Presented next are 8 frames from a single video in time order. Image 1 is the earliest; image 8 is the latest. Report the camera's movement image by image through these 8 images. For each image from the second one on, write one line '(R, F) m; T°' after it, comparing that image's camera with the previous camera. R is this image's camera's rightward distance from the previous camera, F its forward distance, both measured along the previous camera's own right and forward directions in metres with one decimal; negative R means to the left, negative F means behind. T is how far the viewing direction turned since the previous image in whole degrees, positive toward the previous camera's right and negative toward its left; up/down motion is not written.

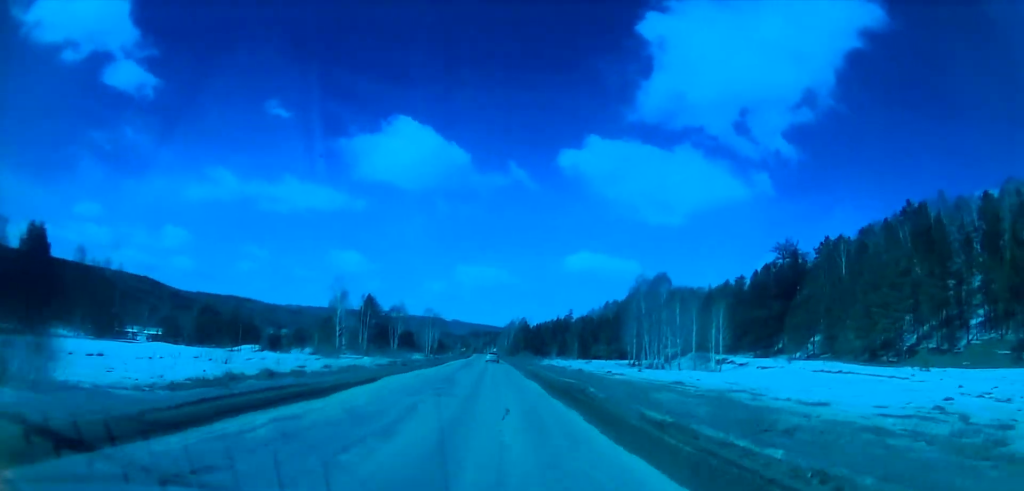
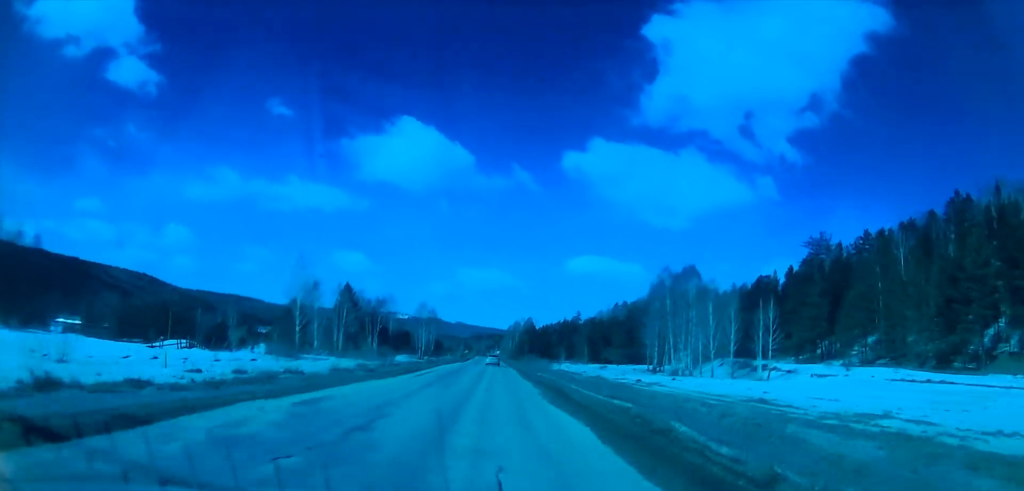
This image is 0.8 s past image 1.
(0.0, +17.9) m; 0°
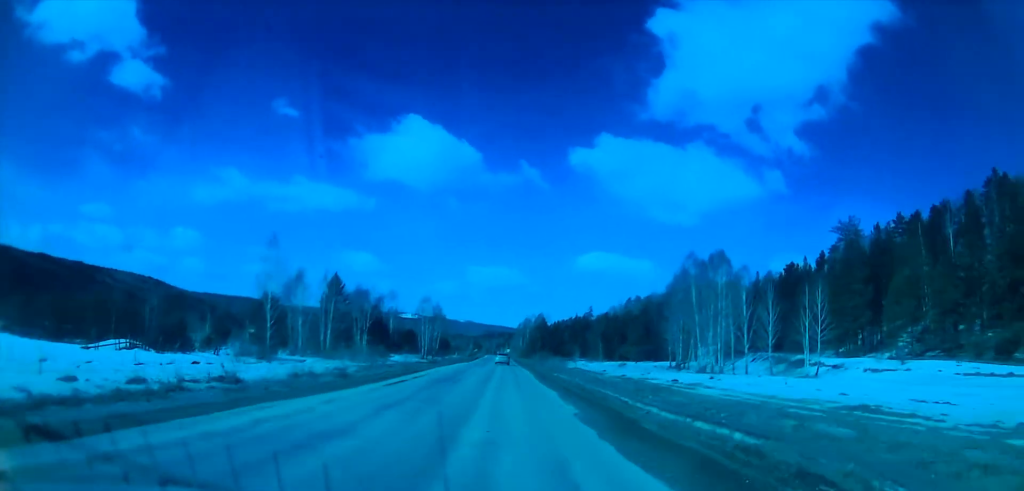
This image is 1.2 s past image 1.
(0.0, +11.3) m; 0°
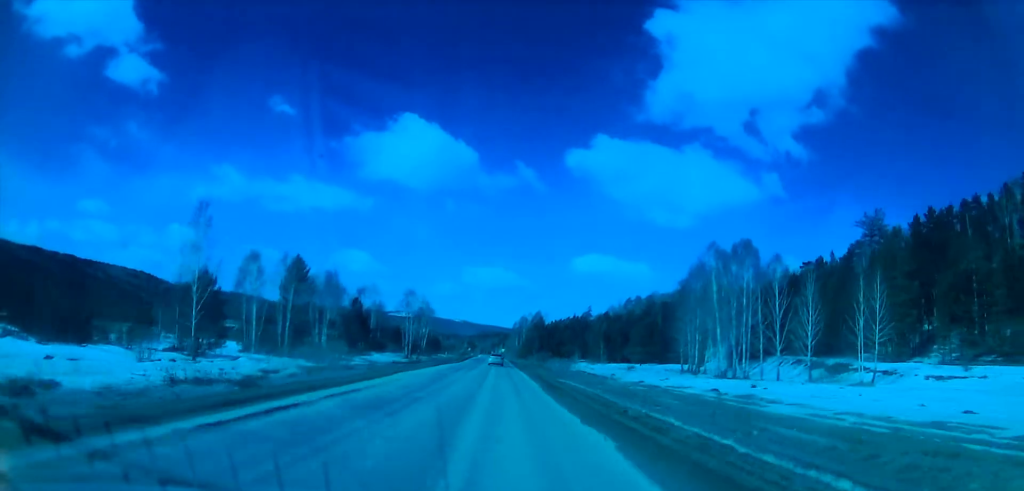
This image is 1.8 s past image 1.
(0.0, +13.8) m; 0°
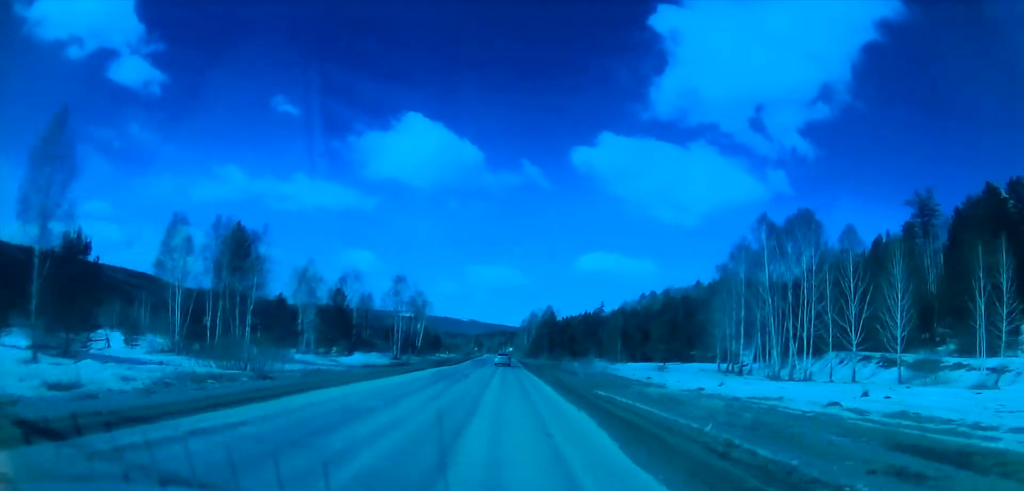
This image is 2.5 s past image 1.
(-0.2, +18.2) m; +1°
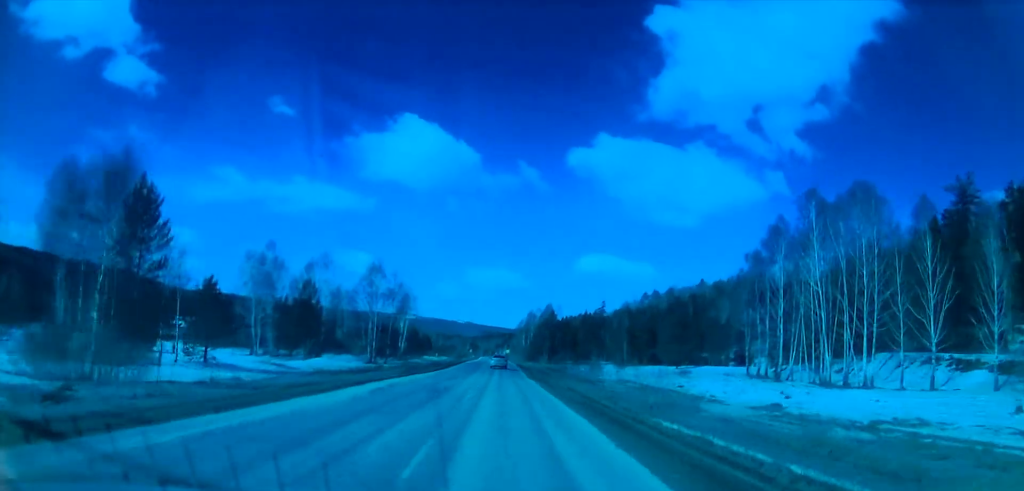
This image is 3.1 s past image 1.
(+0.3, +15.0) m; +1°
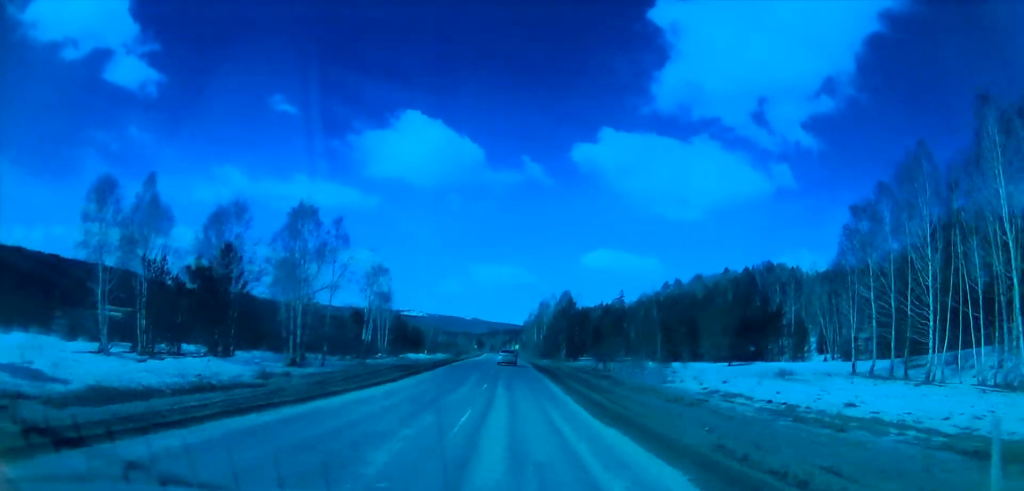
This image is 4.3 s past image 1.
(+0.5, +29.4) m; 0°
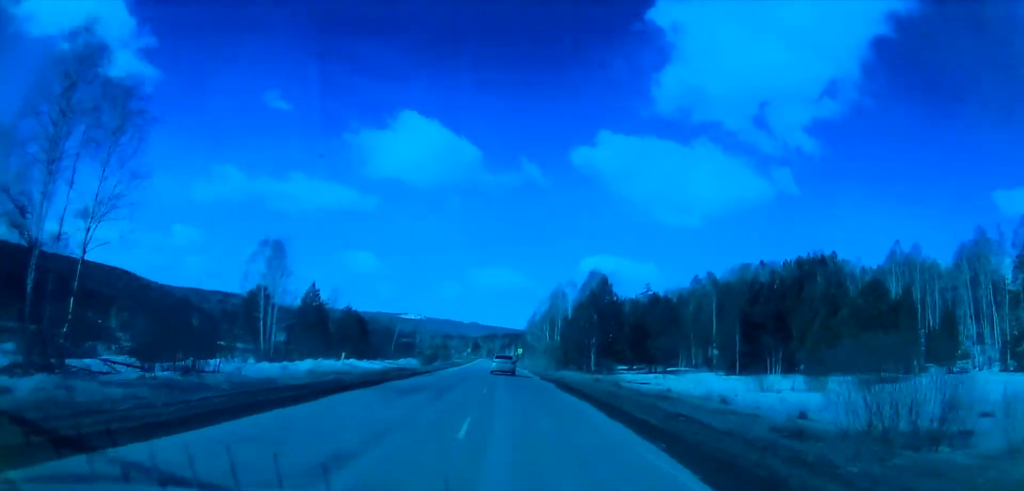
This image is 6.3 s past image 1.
(-1.5, +49.7) m; -2°
